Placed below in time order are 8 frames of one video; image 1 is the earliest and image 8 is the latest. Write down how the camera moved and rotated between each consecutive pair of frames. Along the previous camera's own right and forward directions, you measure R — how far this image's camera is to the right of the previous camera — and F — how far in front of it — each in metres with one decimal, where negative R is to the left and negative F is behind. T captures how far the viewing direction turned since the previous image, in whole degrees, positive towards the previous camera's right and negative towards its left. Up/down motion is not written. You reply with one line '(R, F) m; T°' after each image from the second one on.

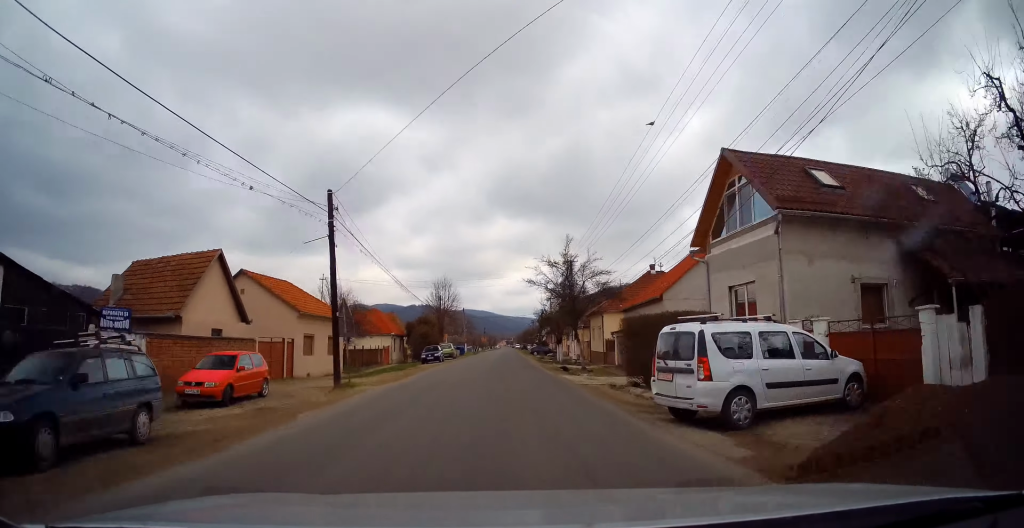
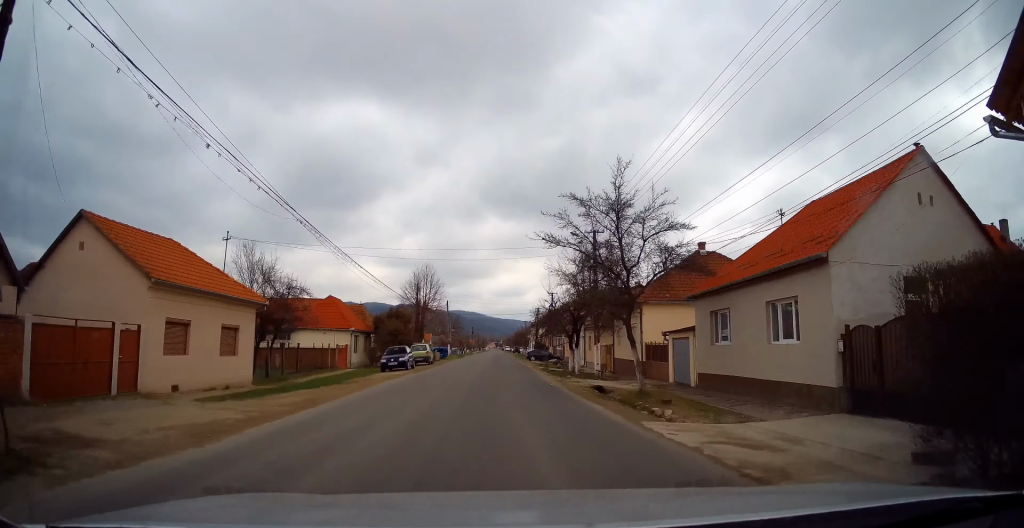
(+0.1, +12.7) m; +1°
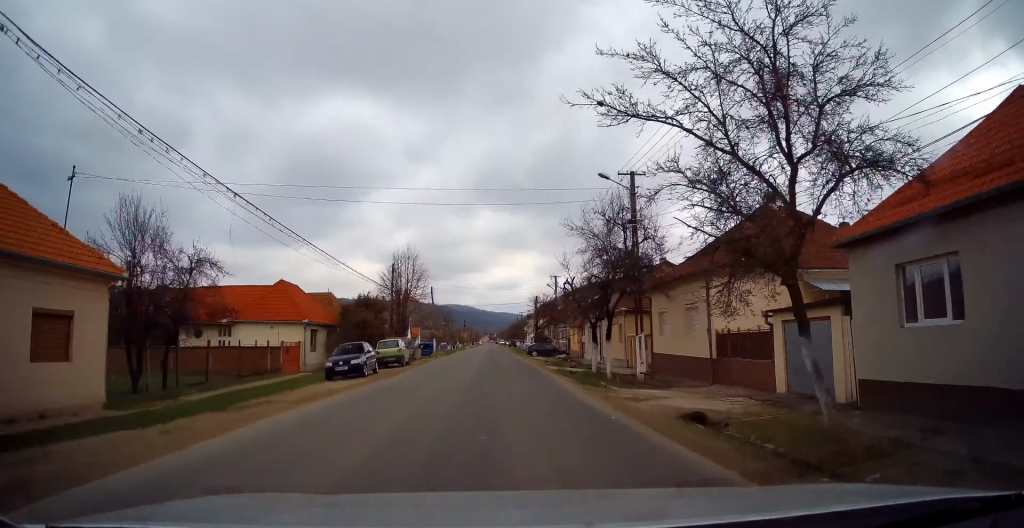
(0.0, +9.6) m; 0°
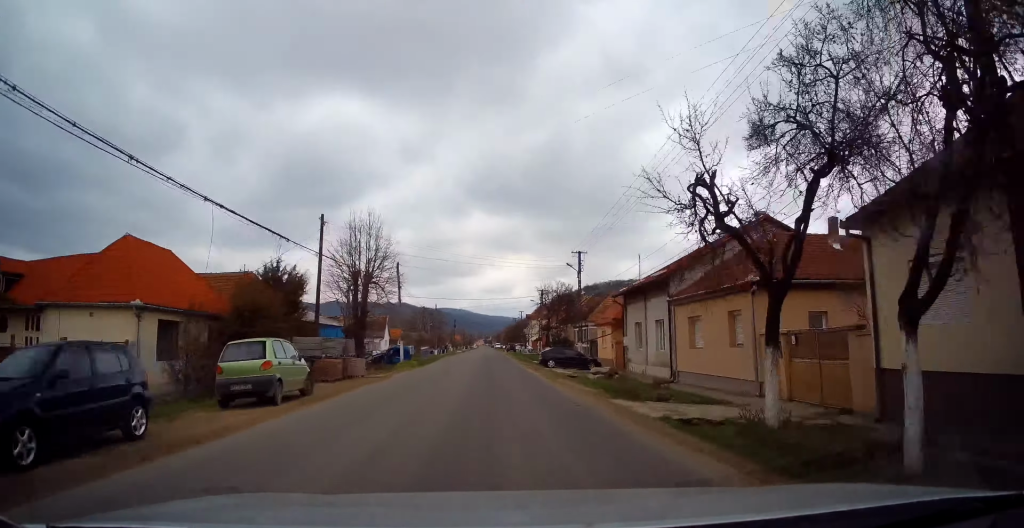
(0.0, +16.4) m; +2°
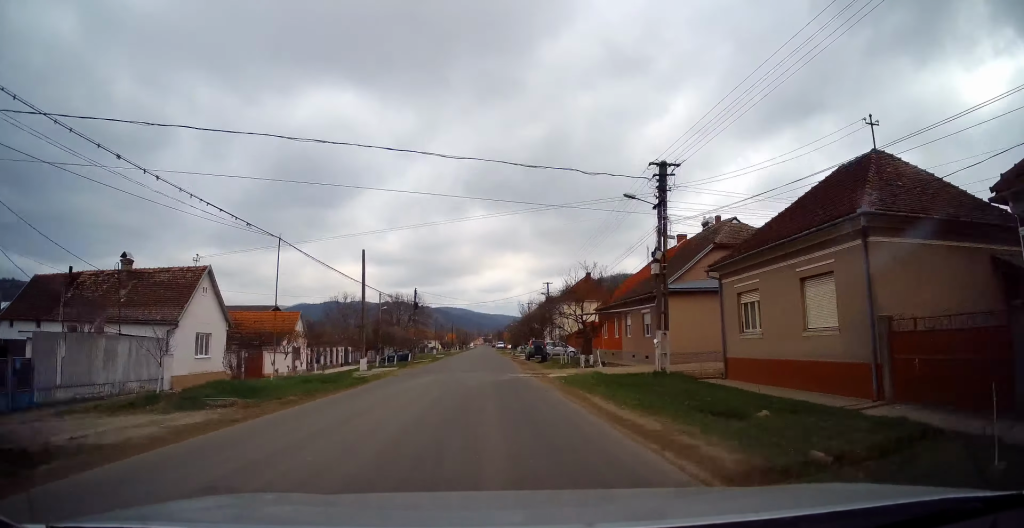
(+0.4, +49.6) m; -1°
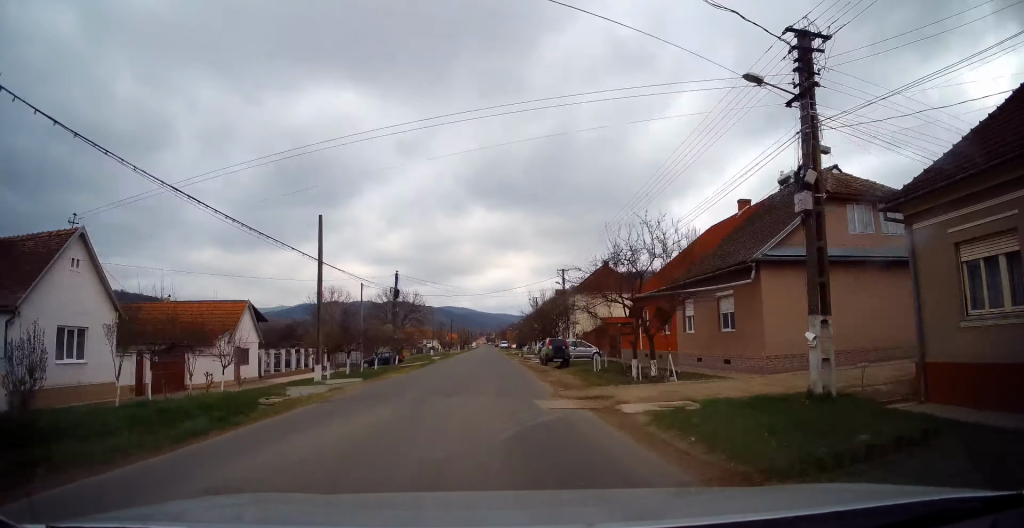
(-0.1, +10.1) m; 0°
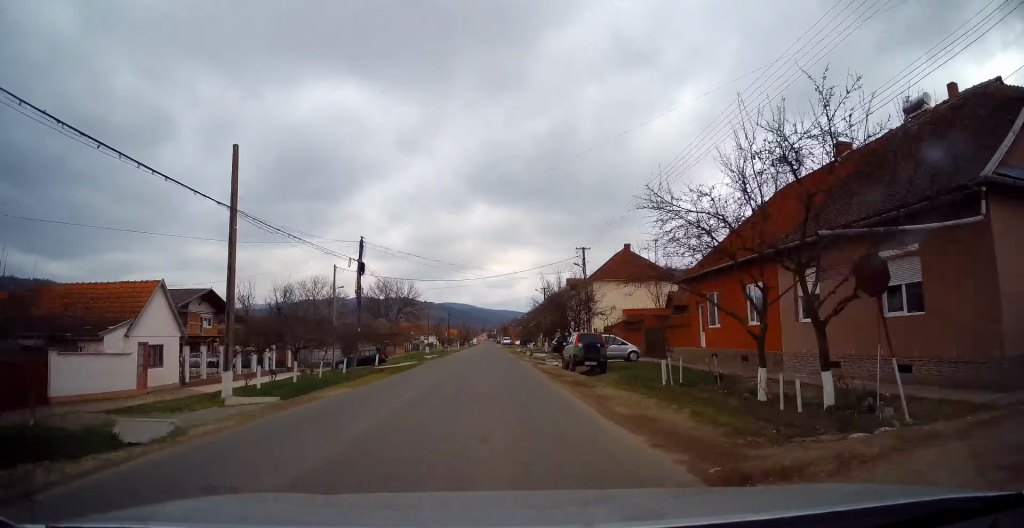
(-0.1, +9.6) m; 0°
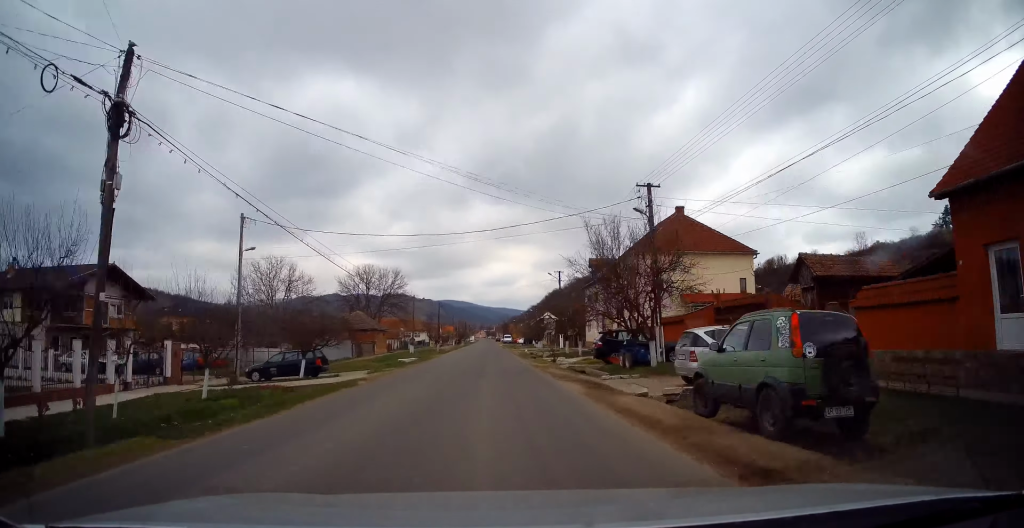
(0.0, +16.5) m; +2°
